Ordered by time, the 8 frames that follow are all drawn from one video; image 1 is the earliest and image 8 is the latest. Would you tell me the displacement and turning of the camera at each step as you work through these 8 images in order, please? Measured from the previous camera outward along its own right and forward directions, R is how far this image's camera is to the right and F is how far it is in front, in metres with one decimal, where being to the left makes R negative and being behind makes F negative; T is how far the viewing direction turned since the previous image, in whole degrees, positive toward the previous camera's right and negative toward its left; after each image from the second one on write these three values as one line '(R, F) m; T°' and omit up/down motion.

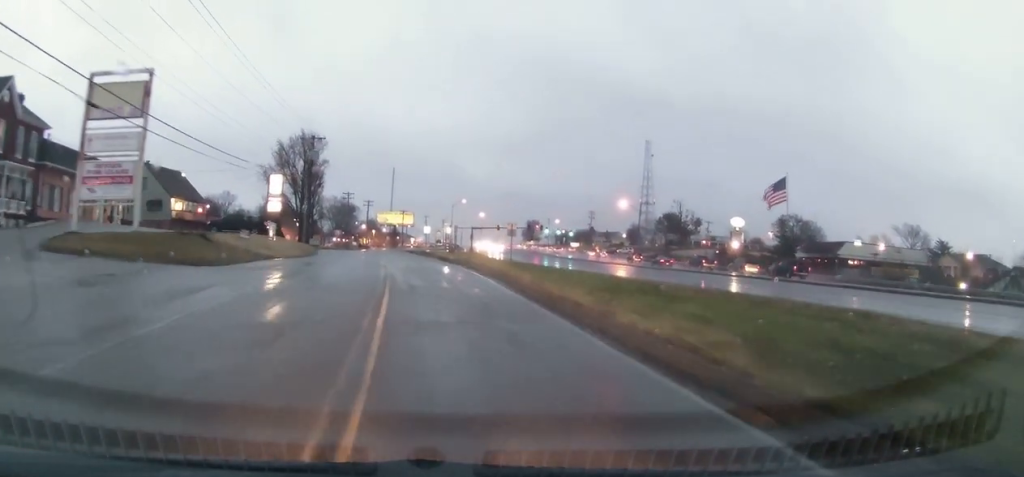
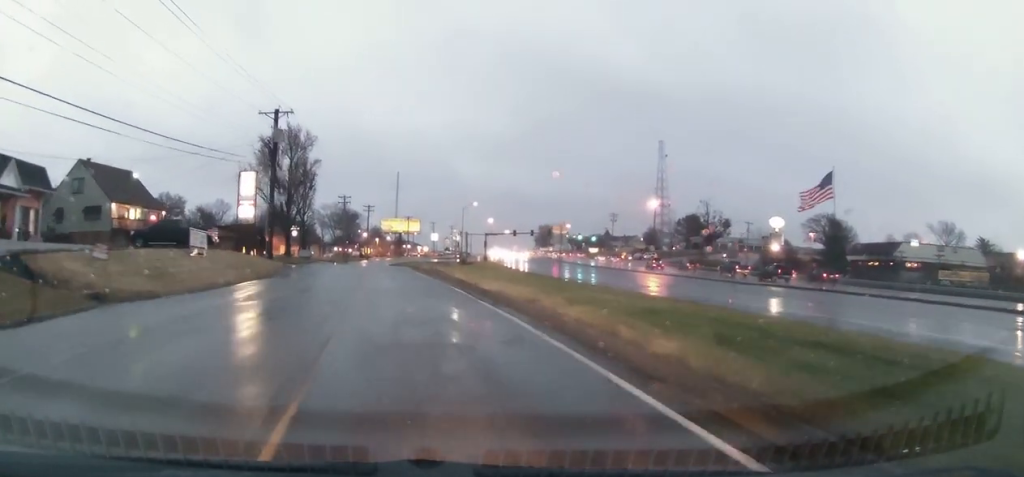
(+0.1, +19.1) m; -1°
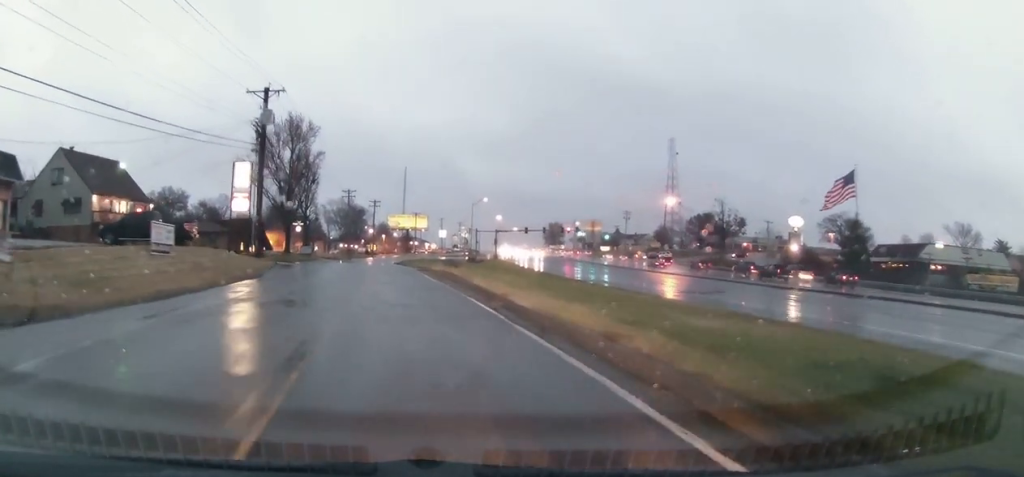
(-0.2, +5.9) m; 0°
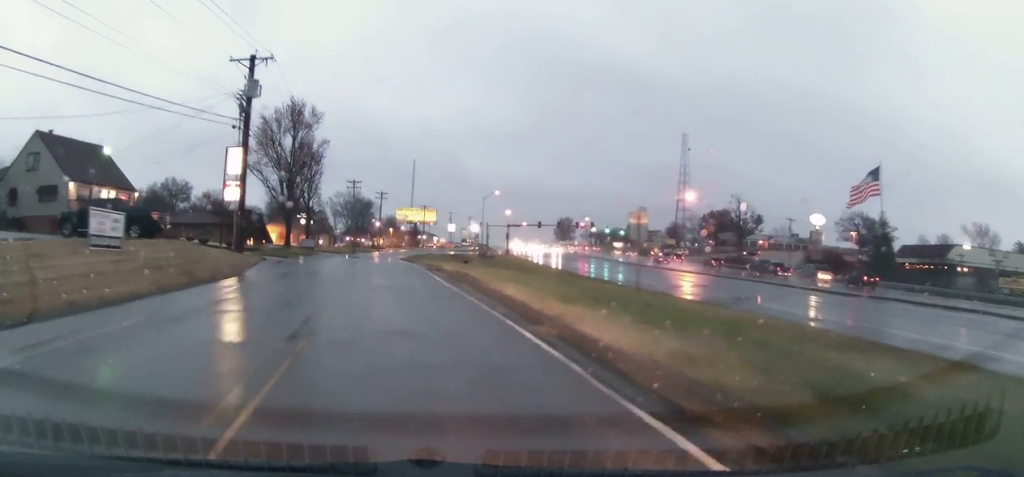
(-0.3, +6.2) m; 0°
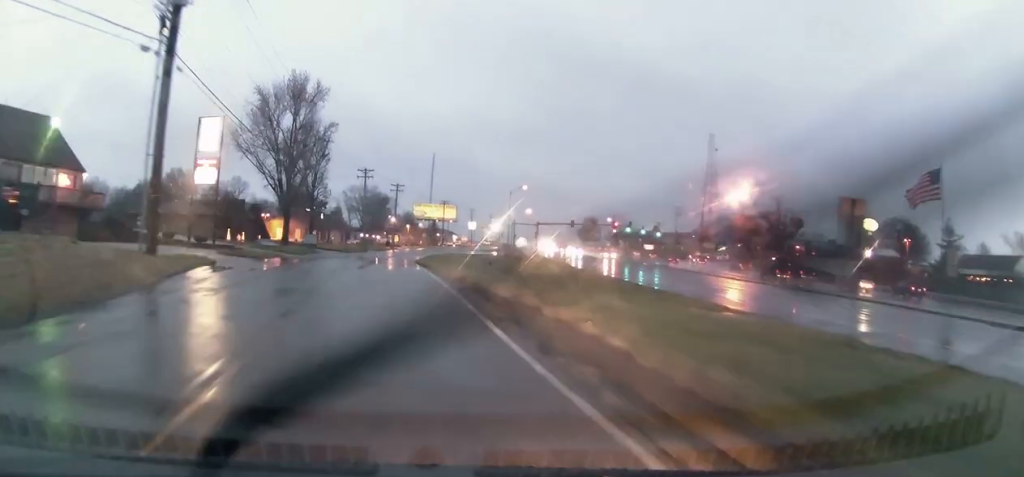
(+0.4, +14.4) m; +2°
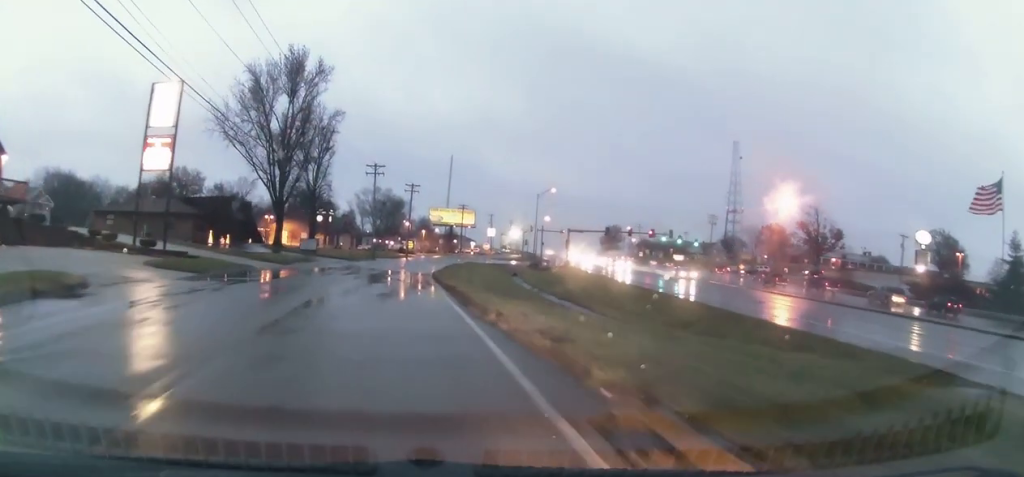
(-0.3, +13.4) m; -4°
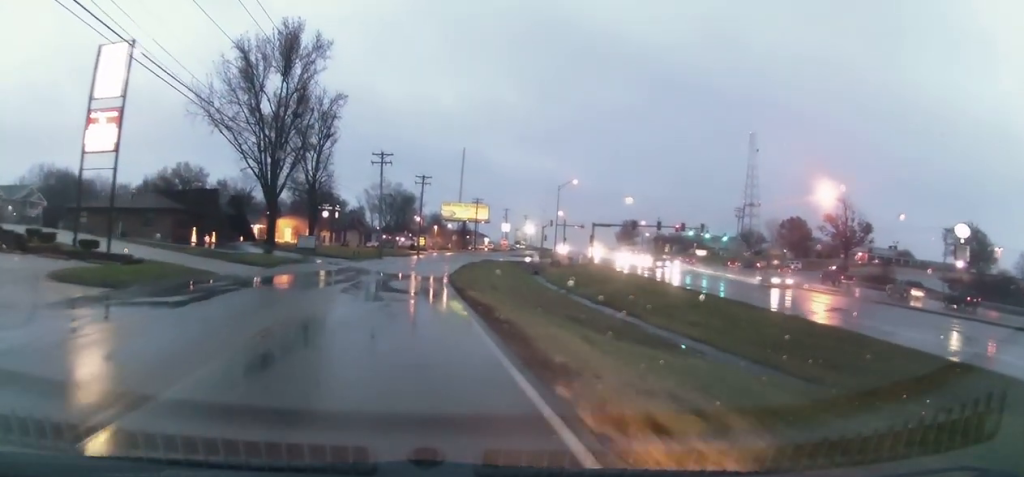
(-0.4, +8.9) m; -2°
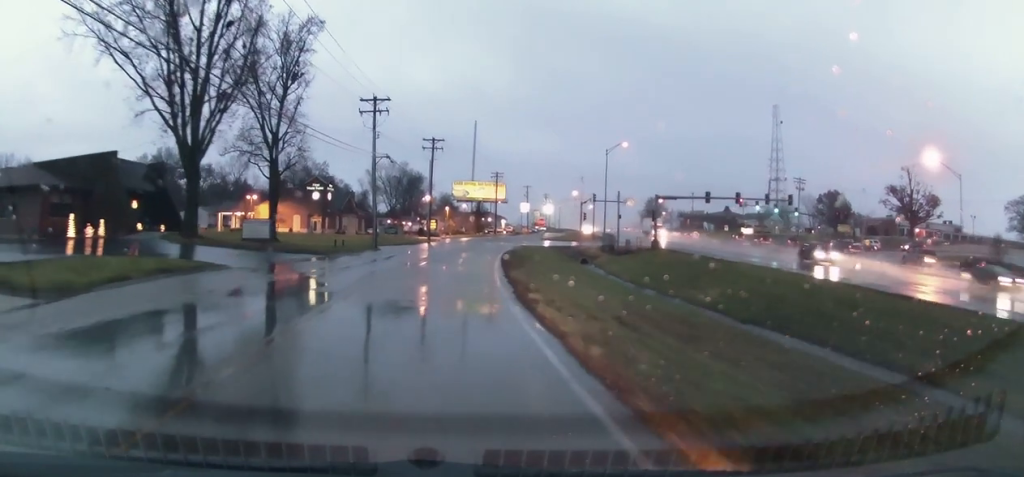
(+0.1, +24.8) m; 0°
